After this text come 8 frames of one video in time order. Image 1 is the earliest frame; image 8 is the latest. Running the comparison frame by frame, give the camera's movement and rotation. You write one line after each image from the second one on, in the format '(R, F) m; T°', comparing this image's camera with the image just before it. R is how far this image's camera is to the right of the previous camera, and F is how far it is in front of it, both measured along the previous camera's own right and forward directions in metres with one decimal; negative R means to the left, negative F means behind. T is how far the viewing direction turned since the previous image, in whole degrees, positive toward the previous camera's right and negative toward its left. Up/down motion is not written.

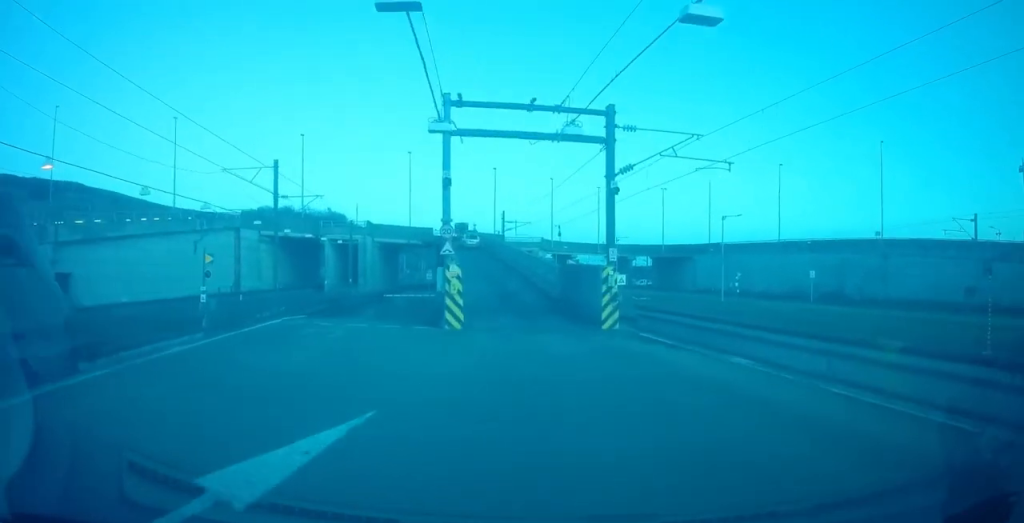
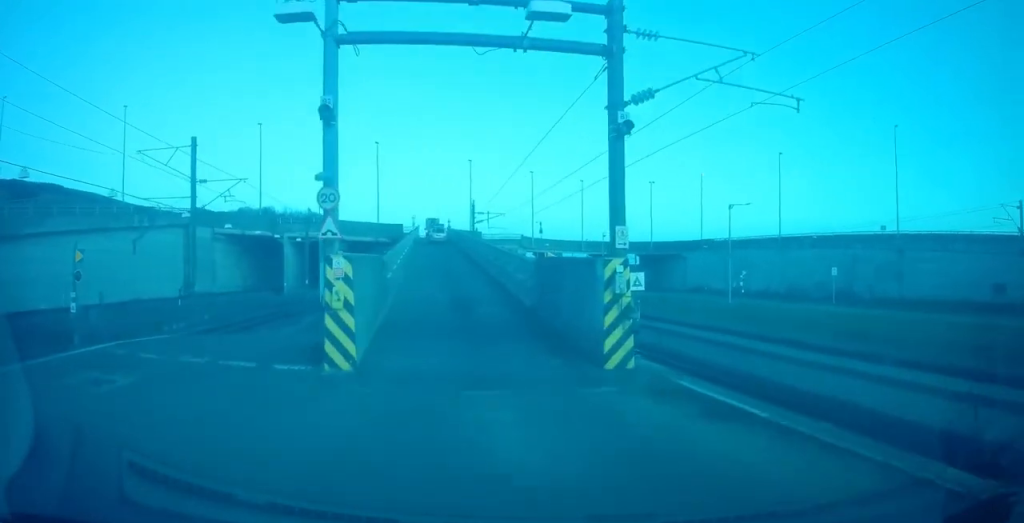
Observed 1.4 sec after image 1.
(+0.9, +9.6) m; +5°
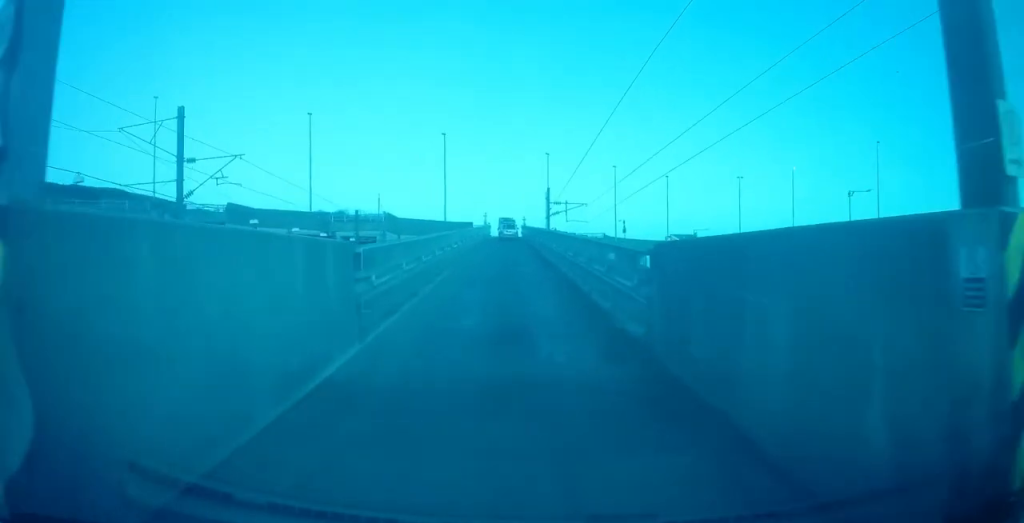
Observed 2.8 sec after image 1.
(-0.4, +9.6) m; -5°
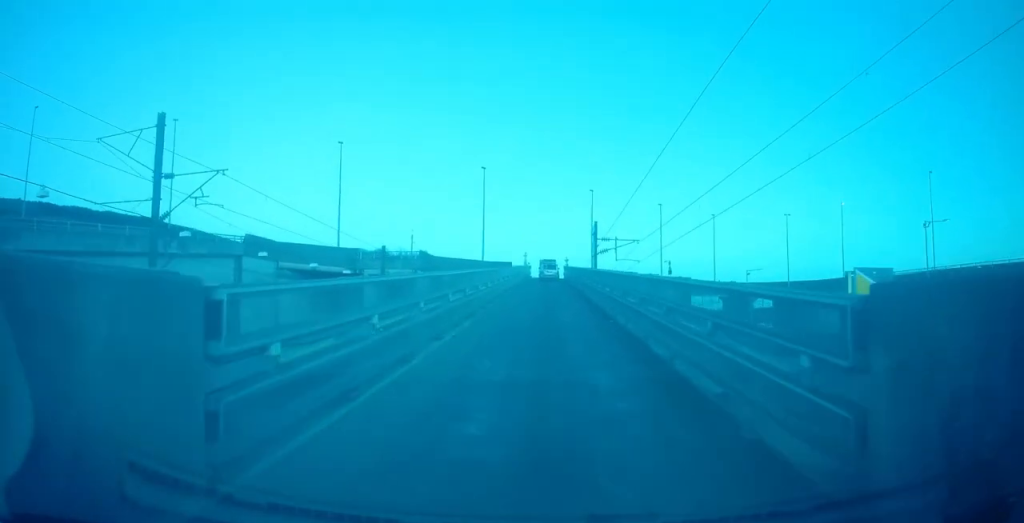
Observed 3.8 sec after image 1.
(-0.1, +5.8) m; -4°
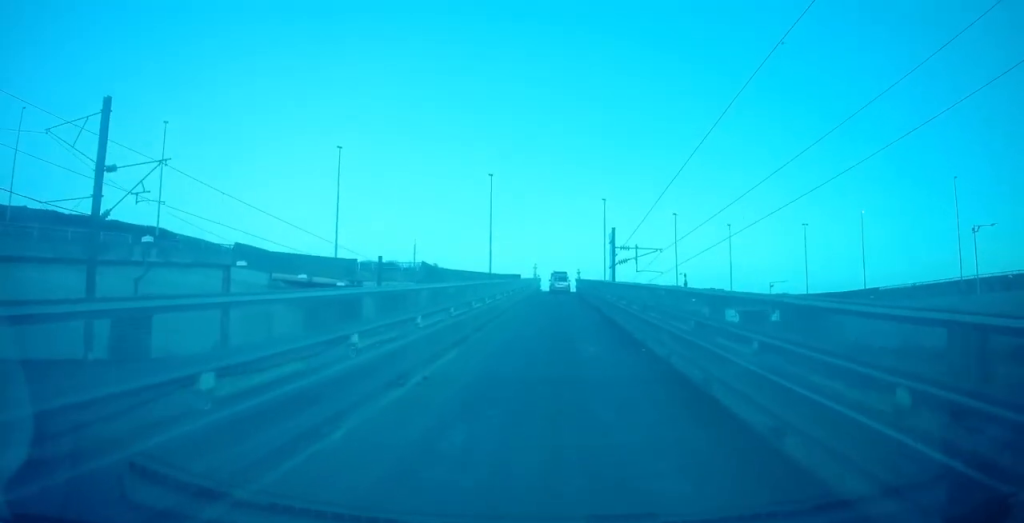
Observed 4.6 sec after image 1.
(-0.4, +4.8) m; -1°
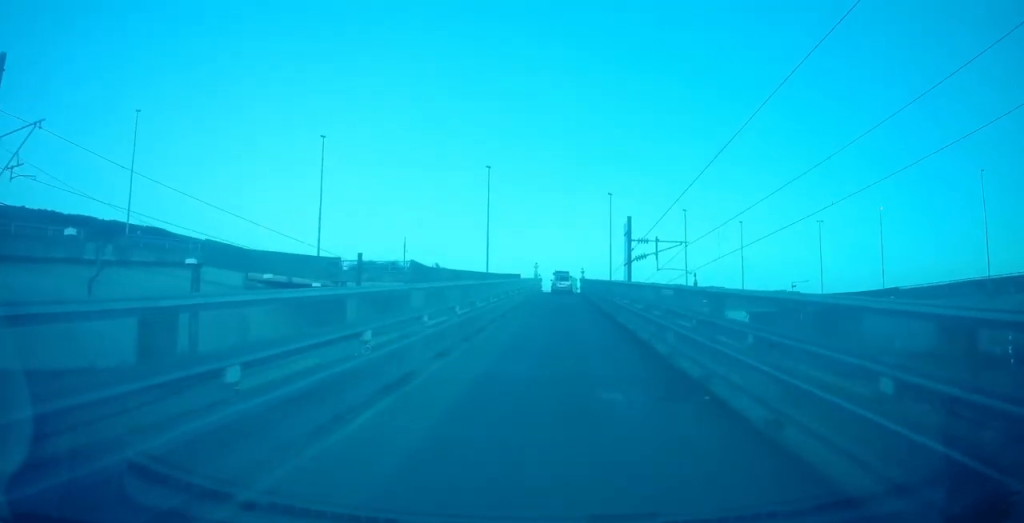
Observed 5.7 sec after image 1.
(+0.4, +6.4) m; -1°
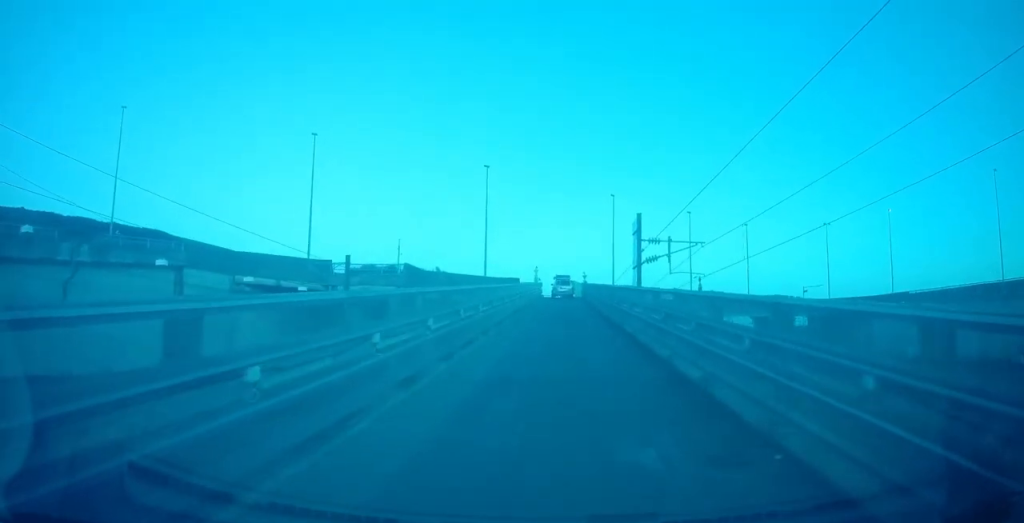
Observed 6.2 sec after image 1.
(-0.3, +2.9) m; -3°
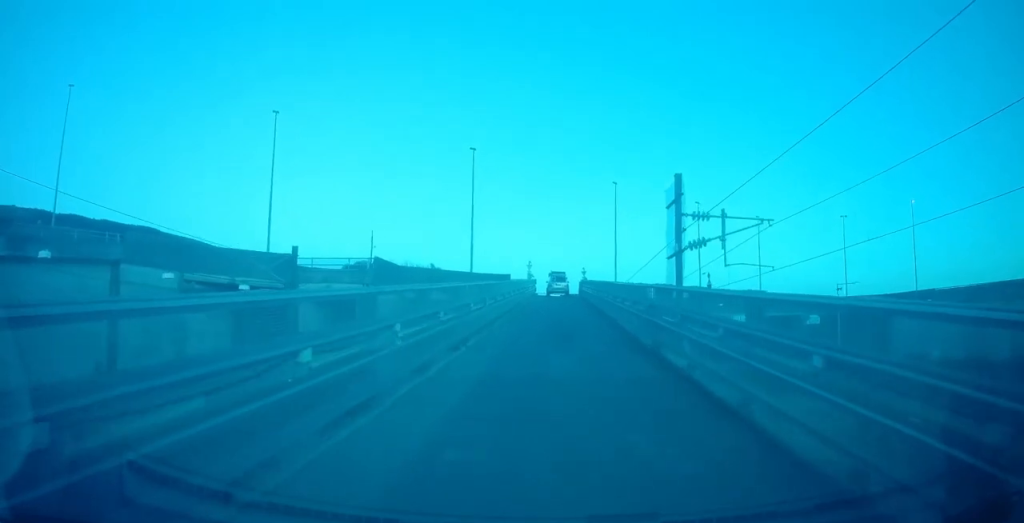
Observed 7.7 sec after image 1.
(-0.3, +8.4) m; -1°
